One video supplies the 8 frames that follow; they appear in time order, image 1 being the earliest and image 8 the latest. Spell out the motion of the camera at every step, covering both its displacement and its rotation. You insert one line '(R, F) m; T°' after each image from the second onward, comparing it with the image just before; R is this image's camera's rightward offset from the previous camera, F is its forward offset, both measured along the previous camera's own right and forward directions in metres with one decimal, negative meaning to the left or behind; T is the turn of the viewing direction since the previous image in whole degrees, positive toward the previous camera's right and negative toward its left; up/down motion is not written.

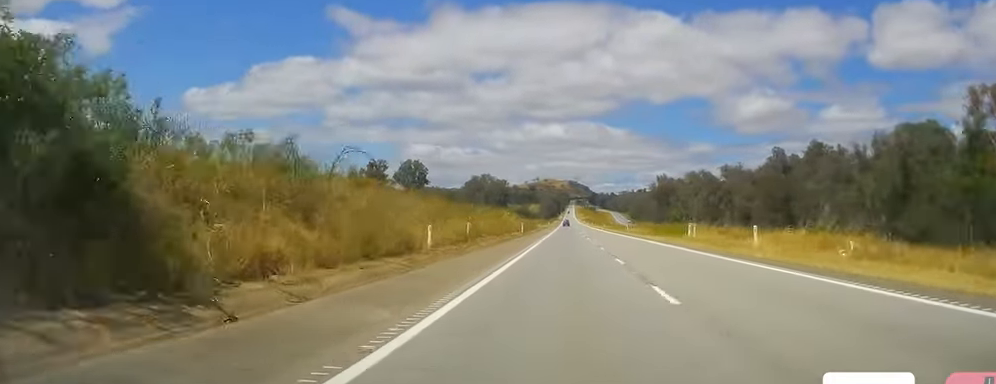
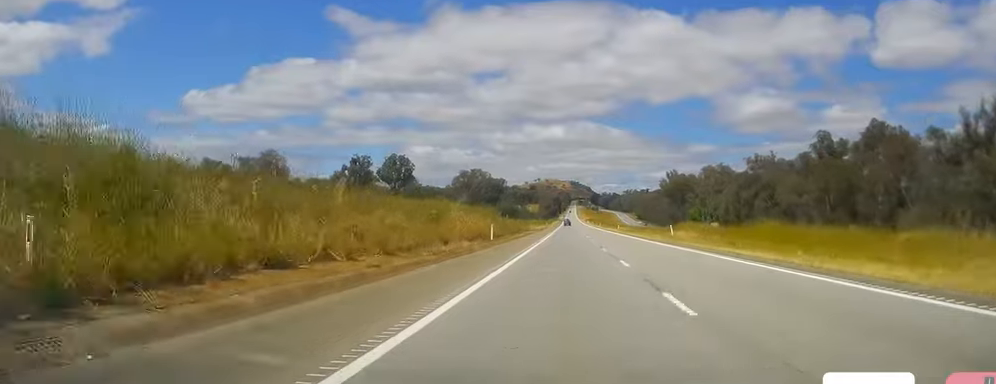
(+0.3, +36.5) m; +2°
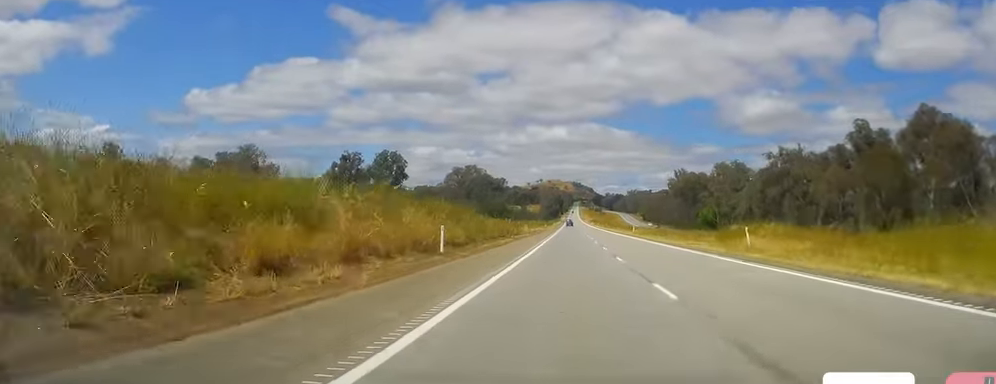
(+1.0, +21.2) m; 0°
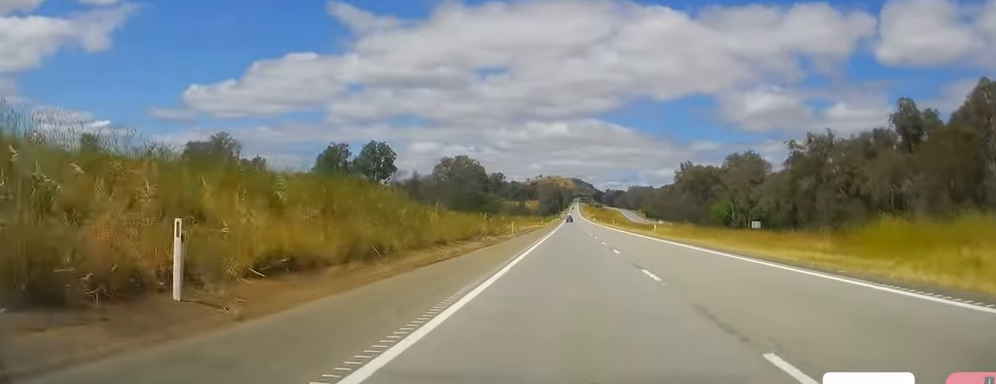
(-1.0, +21.2) m; 0°
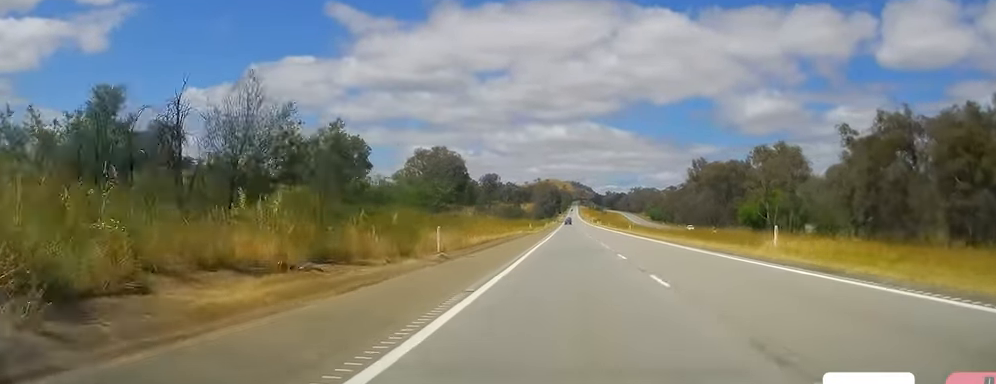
(+0.7, +37.7) m; 0°
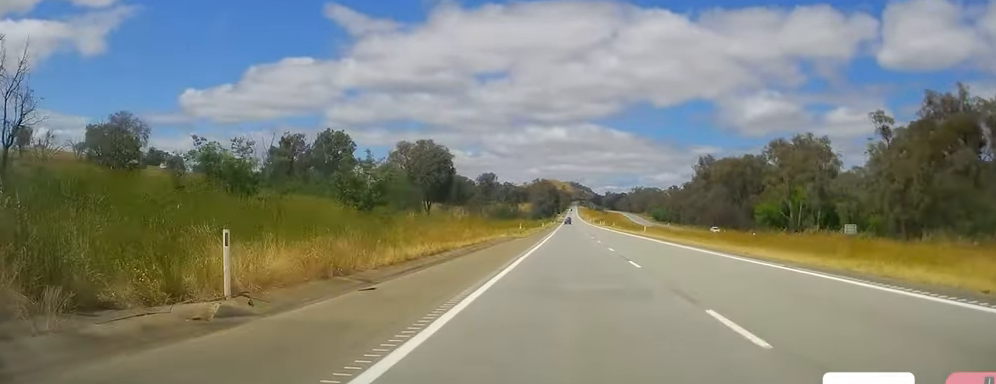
(-0.7, +18.3) m; -1°
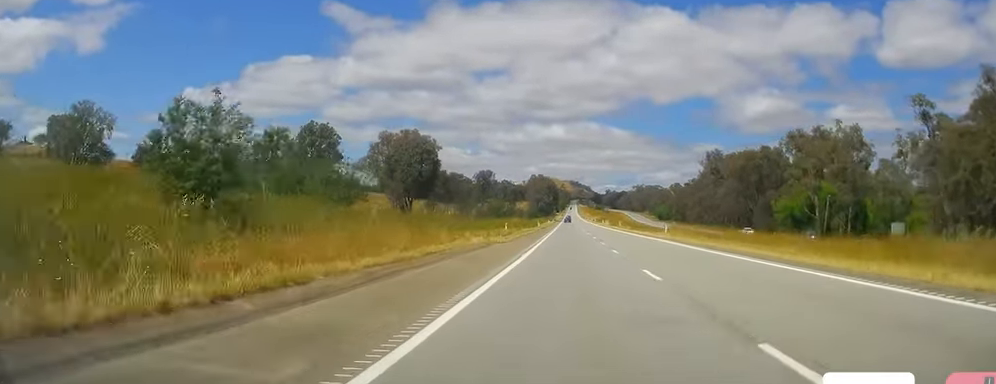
(-0.1, +16.4) m; 0°
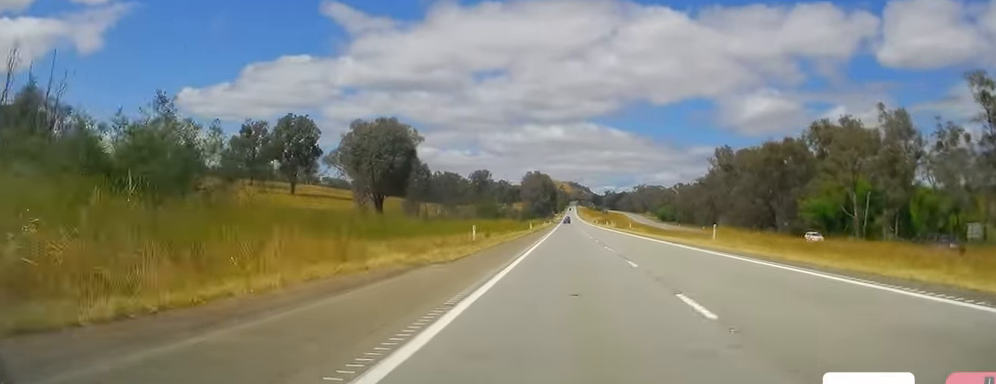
(+0.4, +19.3) m; +1°
